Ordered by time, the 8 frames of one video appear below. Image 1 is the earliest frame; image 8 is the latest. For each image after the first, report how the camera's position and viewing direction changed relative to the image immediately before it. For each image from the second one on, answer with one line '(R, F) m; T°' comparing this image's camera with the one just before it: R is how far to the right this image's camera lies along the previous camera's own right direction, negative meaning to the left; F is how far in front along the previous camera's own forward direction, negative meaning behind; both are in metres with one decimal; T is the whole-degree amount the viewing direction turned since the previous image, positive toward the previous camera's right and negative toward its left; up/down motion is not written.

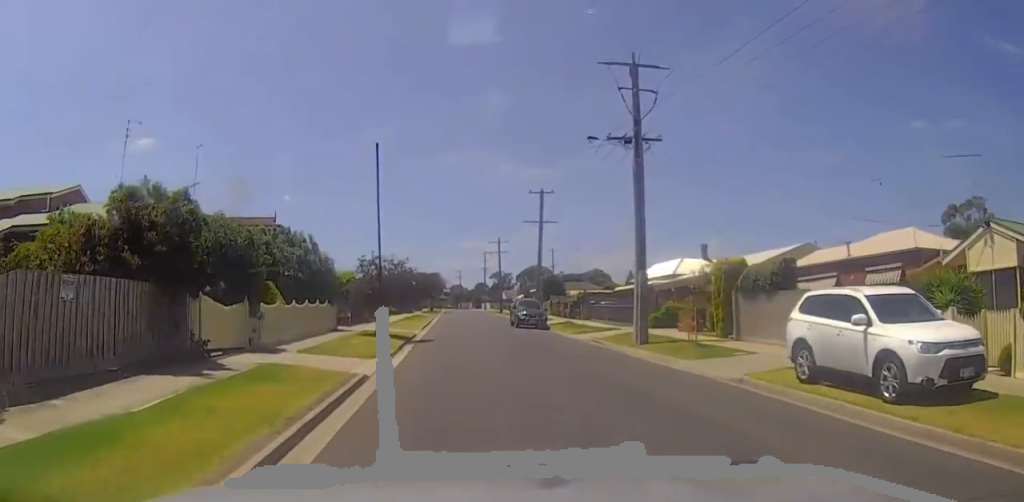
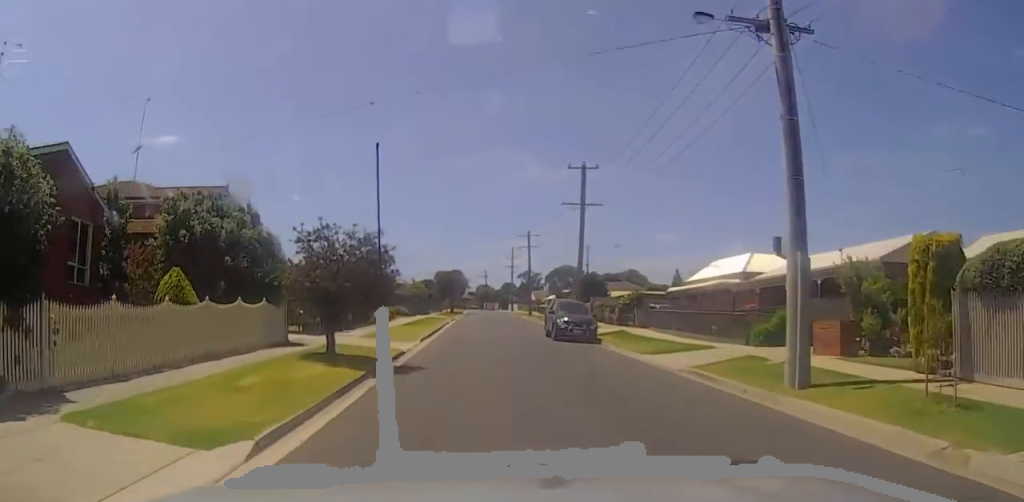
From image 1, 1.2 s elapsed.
(0.0, +11.5) m; -5°
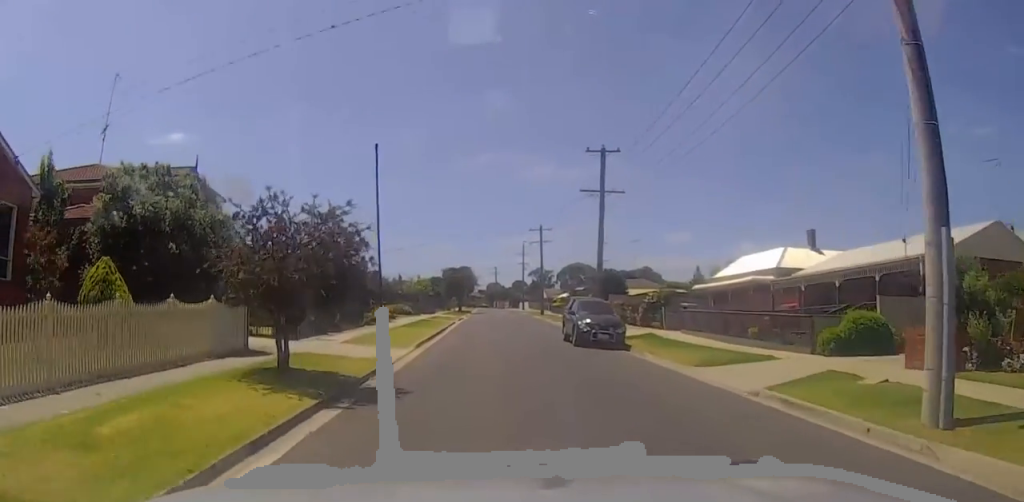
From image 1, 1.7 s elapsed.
(-0.1, +4.4) m; -3°
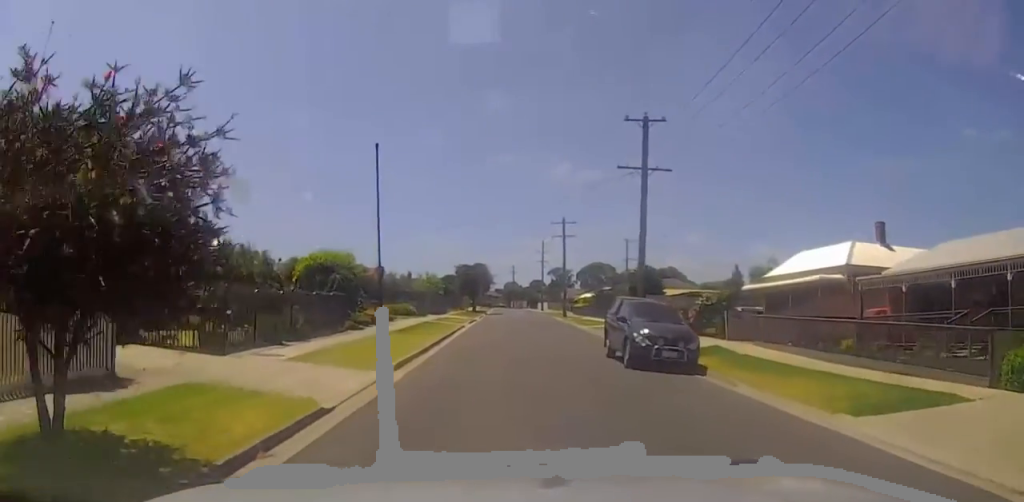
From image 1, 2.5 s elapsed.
(-0.4, +7.6) m; -2°
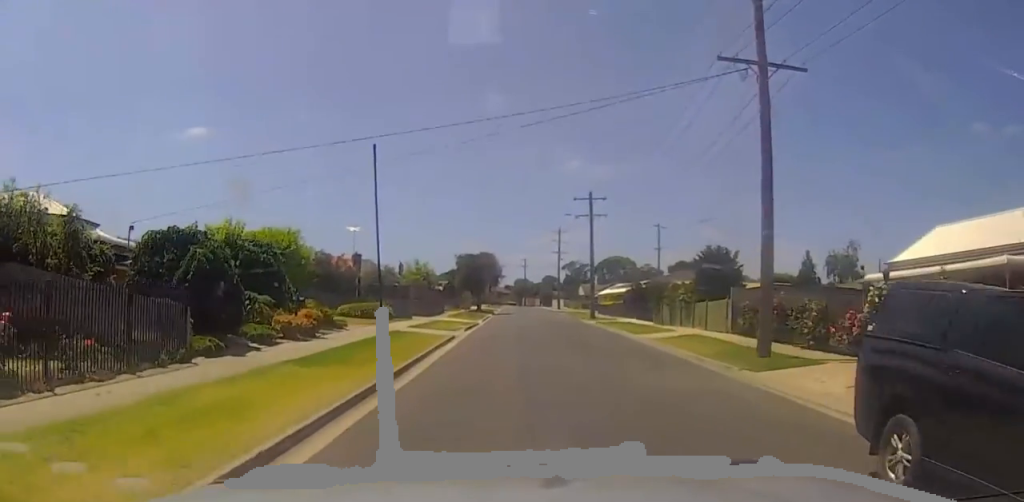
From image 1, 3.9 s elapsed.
(-0.2, +15.2) m; -2°
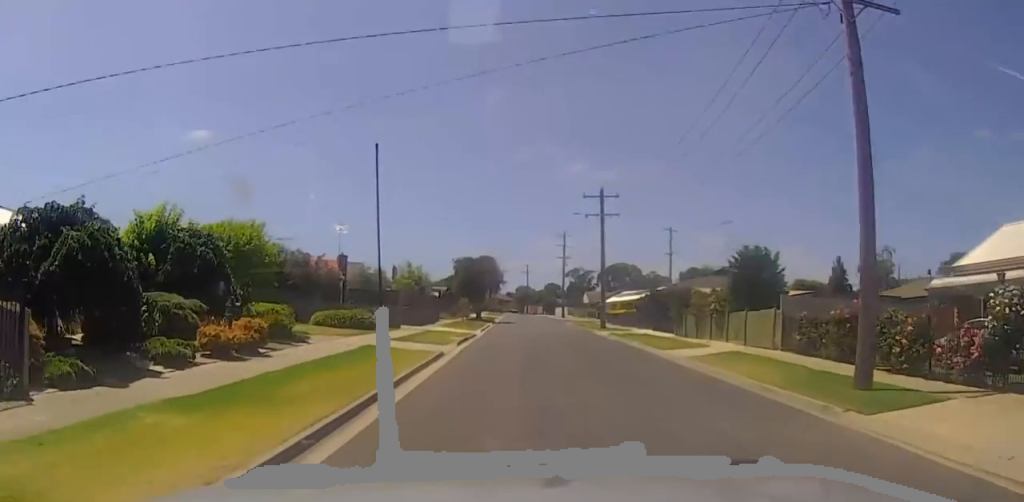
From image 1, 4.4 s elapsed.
(-0.1, +5.4) m; 0°
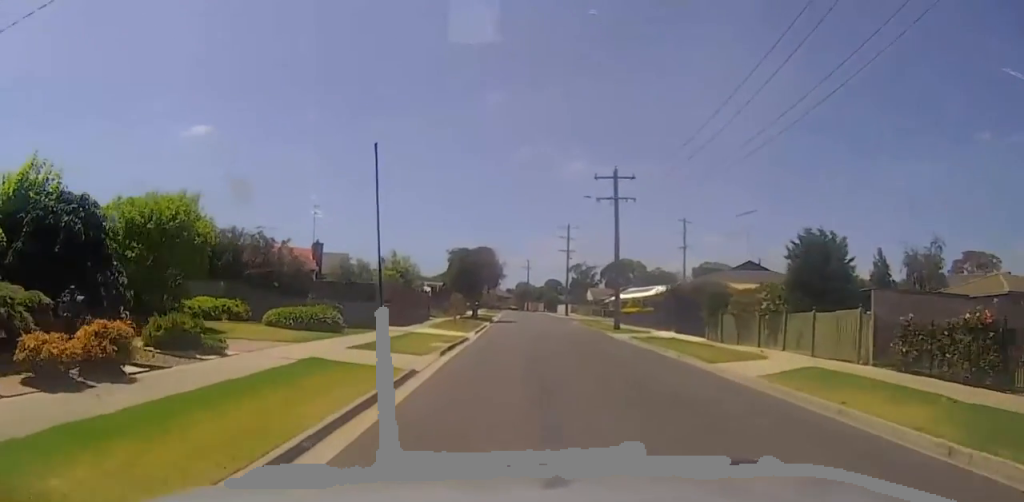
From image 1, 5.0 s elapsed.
(0.0, +6.6) m; 0°
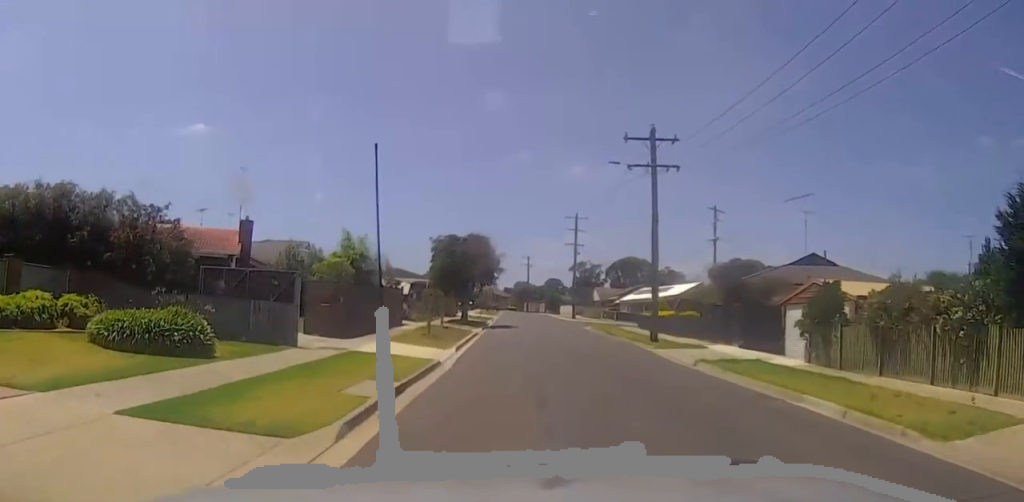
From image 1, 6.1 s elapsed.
(+0.1, +11.7) m; +1°
